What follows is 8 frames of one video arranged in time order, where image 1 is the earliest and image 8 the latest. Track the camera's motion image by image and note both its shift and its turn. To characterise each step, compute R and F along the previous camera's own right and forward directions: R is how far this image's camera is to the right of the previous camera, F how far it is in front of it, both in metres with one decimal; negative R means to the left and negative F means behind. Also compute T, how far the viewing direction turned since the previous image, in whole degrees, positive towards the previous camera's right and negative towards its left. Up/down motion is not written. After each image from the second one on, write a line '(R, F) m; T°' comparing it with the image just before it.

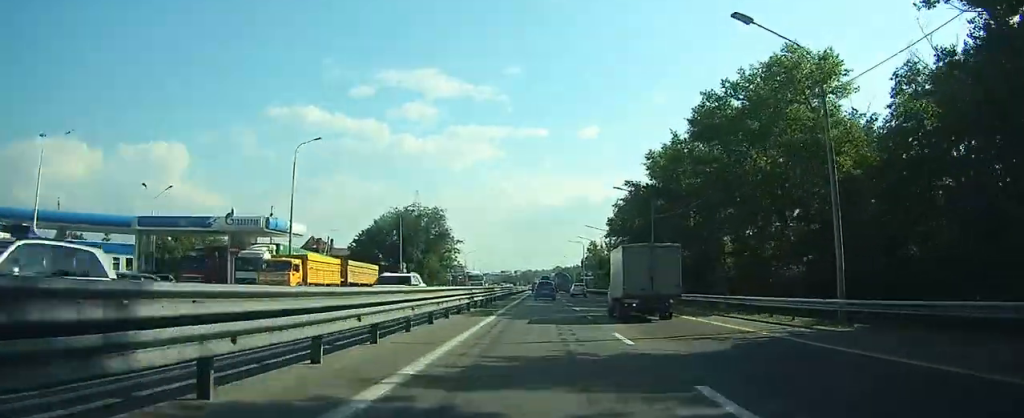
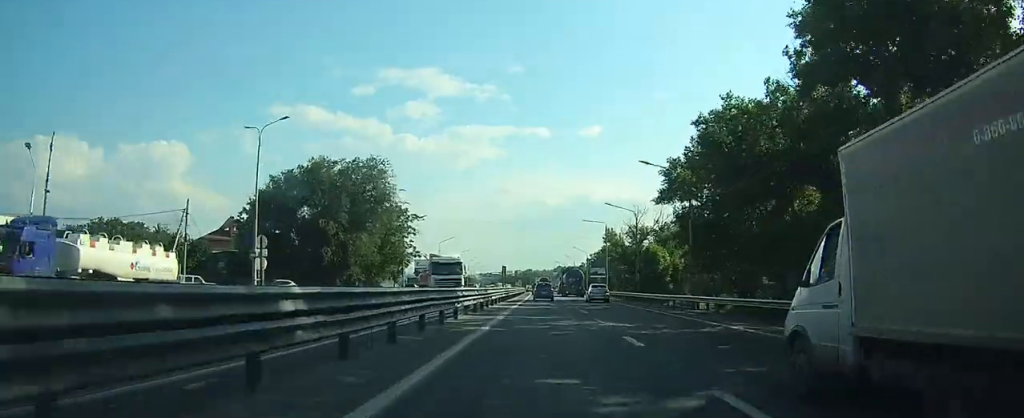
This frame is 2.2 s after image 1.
(+0.1, +41.5) m; 0°
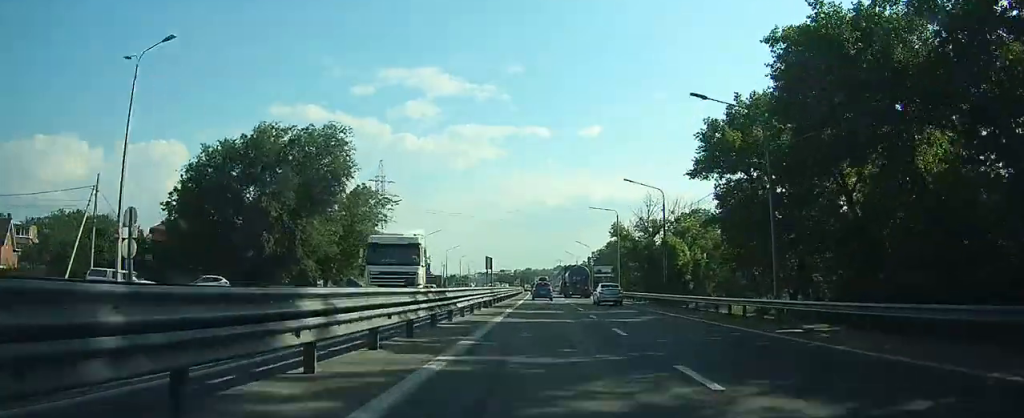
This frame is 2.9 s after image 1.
(+0.1, +13.6) m; 0°
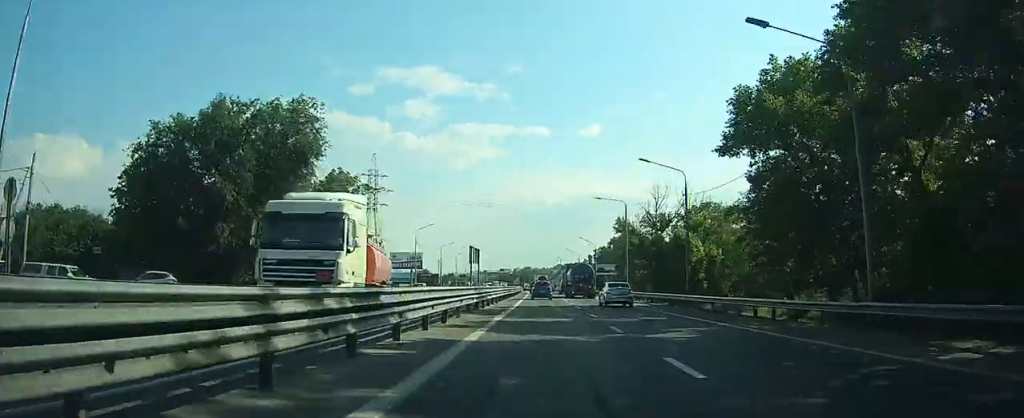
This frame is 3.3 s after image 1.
(0.0, +7.4) m; 0°
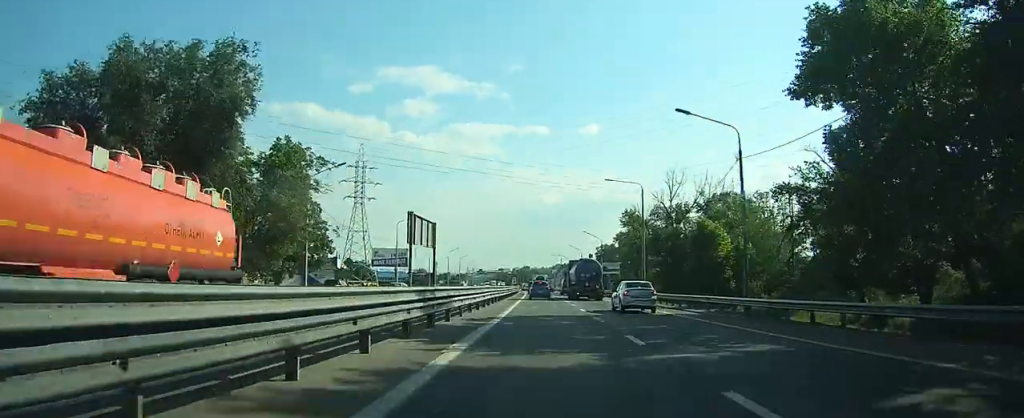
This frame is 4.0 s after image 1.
(-0.1, +11.6) m; 0°
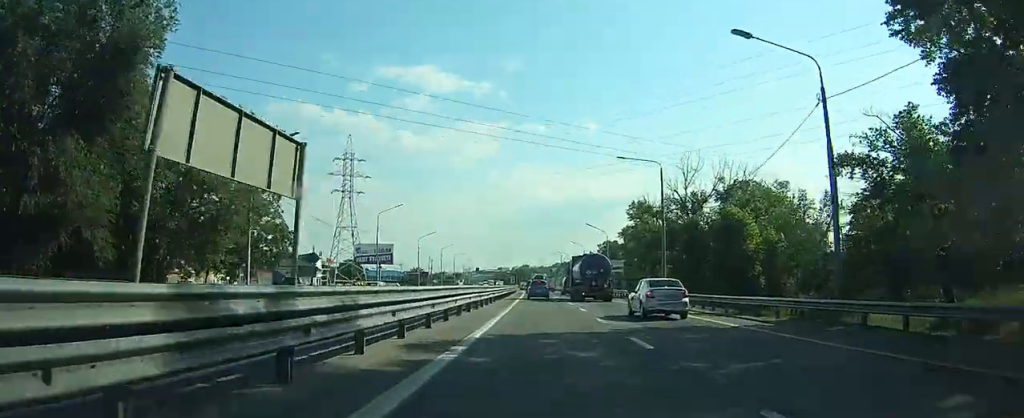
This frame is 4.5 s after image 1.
(0.0, +9.6) m; 0°
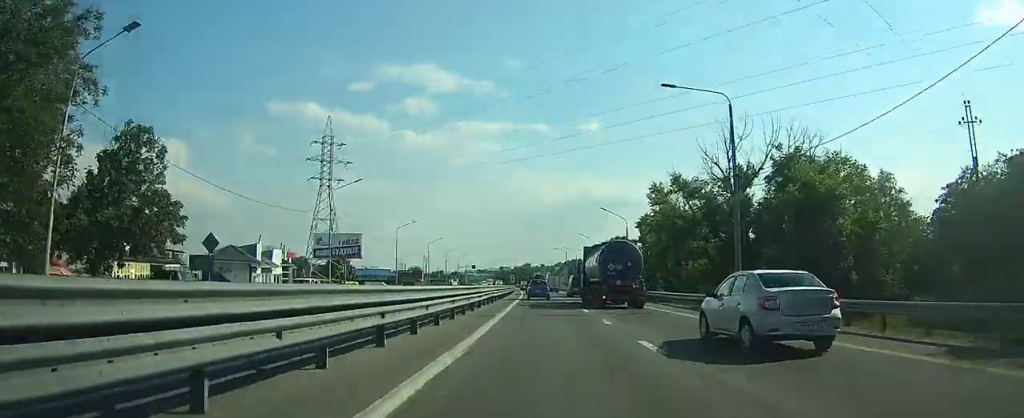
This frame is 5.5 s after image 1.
(+0.1, +18.1) m; 0°
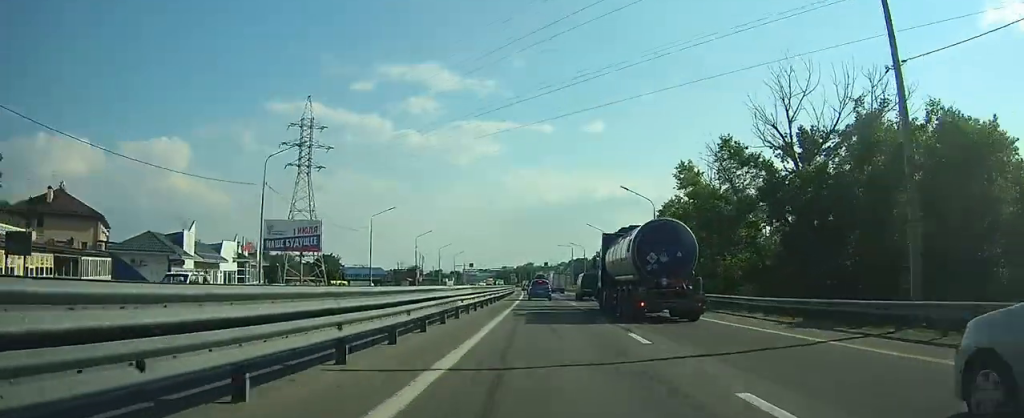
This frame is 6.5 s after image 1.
(0.0, +16.2) m; 0°
